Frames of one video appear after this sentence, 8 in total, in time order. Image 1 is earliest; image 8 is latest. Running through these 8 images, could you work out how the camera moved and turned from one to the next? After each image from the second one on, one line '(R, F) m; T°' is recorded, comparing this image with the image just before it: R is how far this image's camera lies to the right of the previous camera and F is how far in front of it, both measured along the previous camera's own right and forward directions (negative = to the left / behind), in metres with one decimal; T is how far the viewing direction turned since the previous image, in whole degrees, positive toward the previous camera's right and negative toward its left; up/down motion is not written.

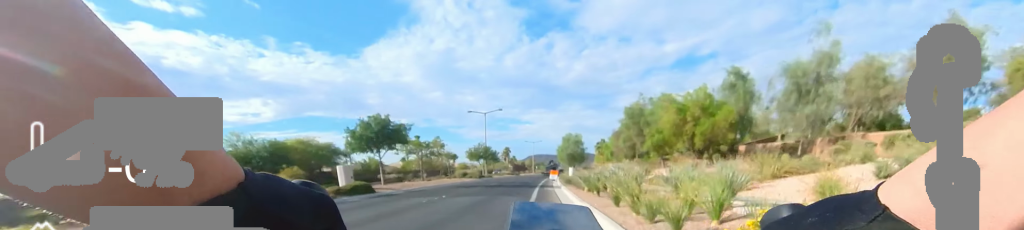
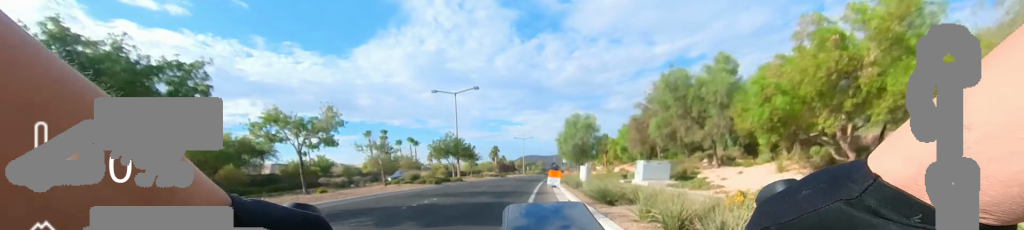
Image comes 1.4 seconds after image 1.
(0.0, +12.9) m; 0°
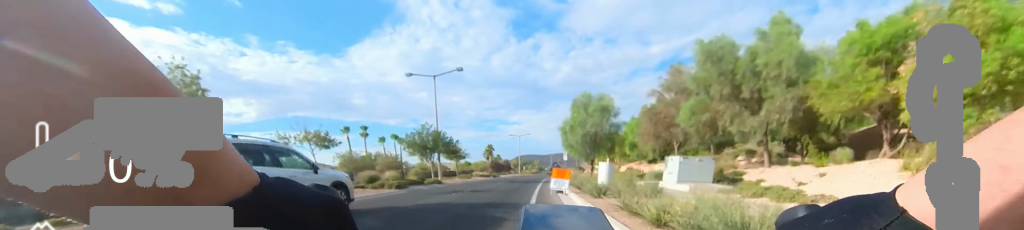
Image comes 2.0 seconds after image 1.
(0.0, +6.0) m; 0°
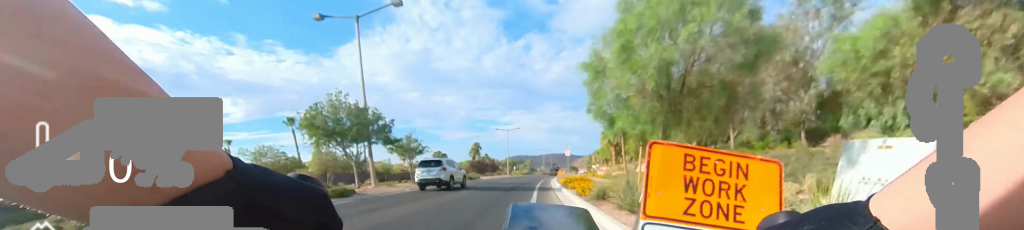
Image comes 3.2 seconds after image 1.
(0.0, +11.6) m; 0°
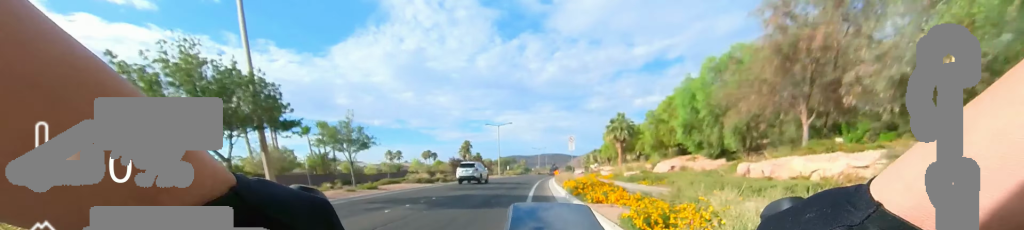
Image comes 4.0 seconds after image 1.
(0.0, +7.6) m; 0°
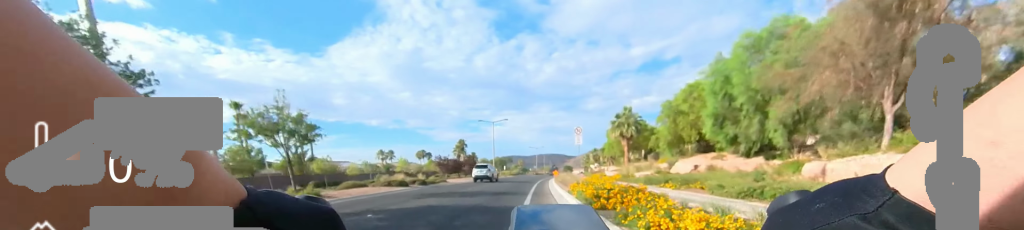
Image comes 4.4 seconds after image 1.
(0.0, +4.7) m; 0°
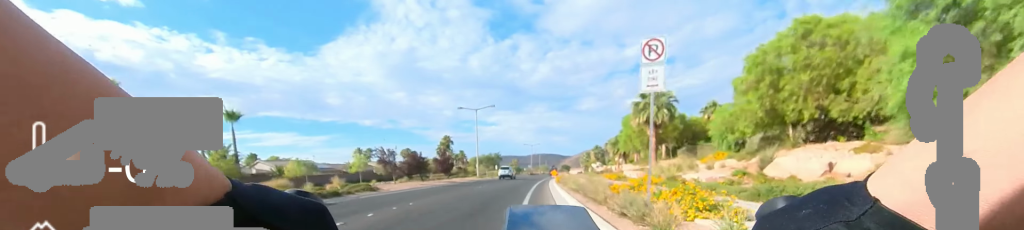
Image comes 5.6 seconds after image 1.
(0.0, +11.7) m; +1°
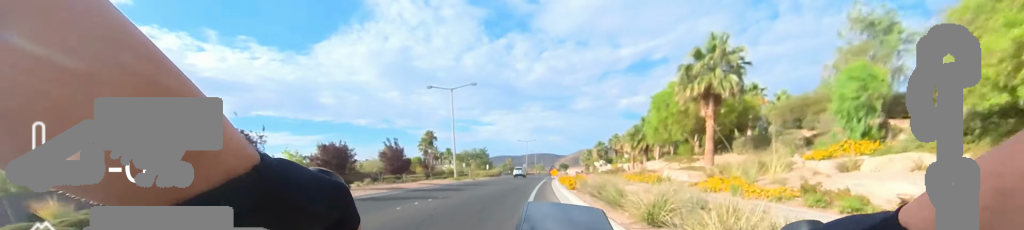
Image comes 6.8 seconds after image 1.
(+0.5, +10.8) m; +6°
